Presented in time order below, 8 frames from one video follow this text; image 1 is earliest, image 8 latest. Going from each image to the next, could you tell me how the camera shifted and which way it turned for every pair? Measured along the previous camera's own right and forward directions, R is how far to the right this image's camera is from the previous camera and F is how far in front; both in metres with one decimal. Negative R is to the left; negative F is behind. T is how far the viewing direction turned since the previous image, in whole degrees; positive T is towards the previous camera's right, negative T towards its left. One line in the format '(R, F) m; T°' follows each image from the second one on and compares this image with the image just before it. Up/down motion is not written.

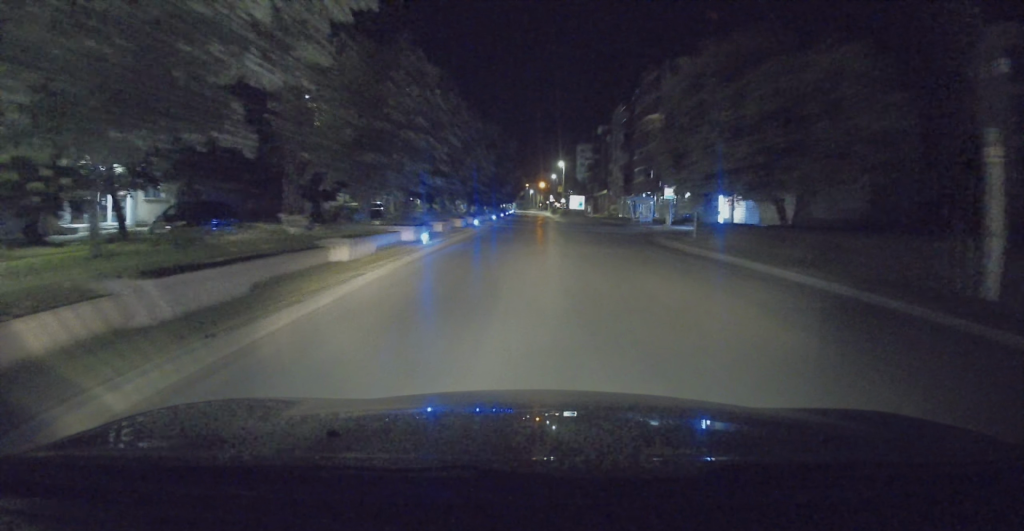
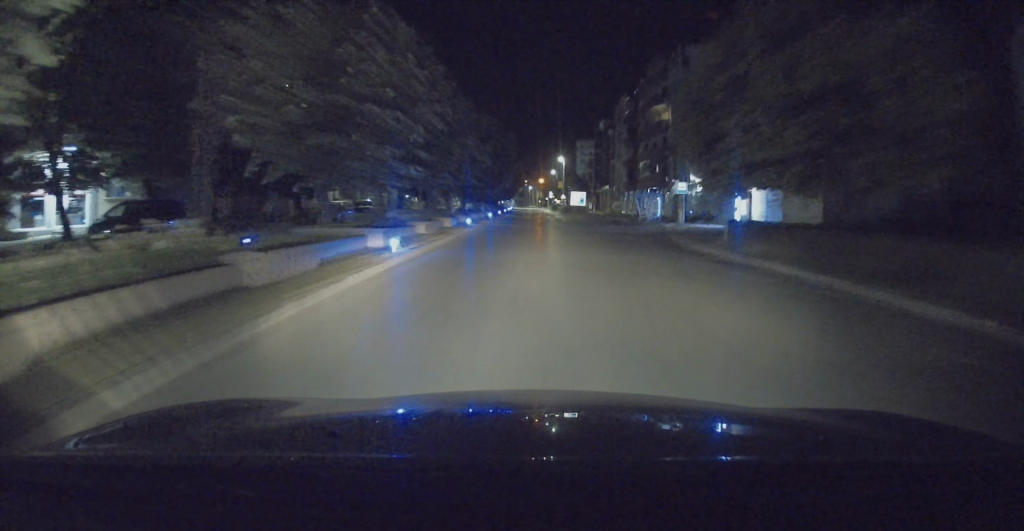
(0.0, +3.5) m; +1°
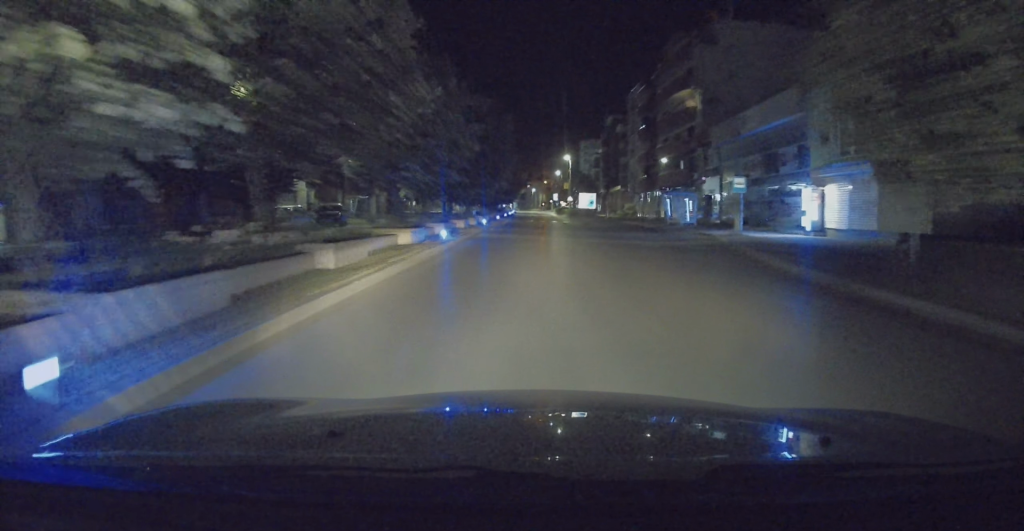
(+0.3, +9.1) m; +1°
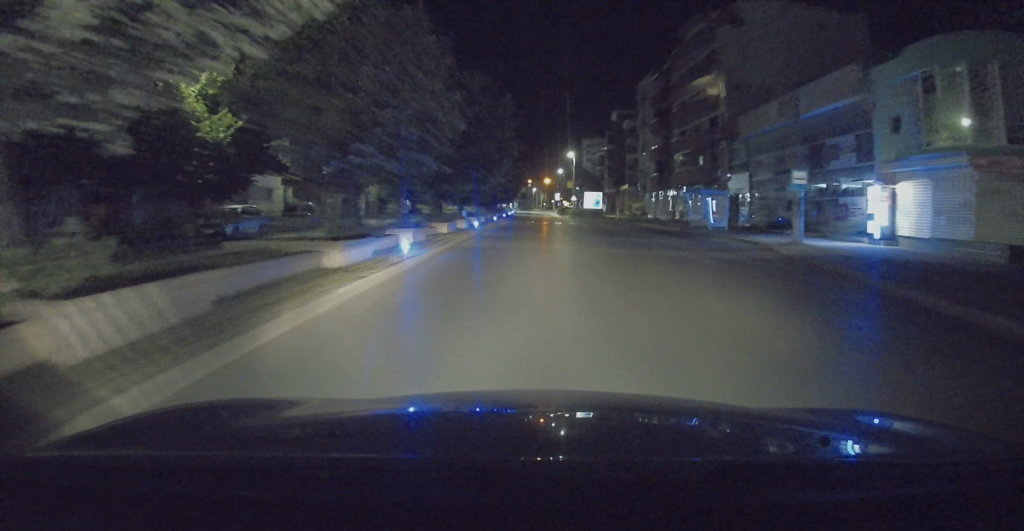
(+0.1, +6.0) m; -1°
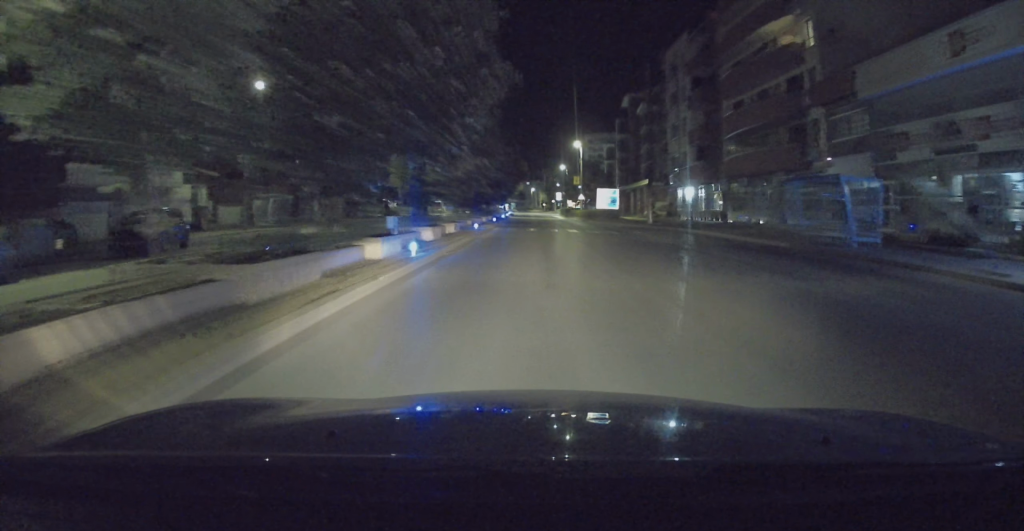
(-0.6, +15.4) m; +1°
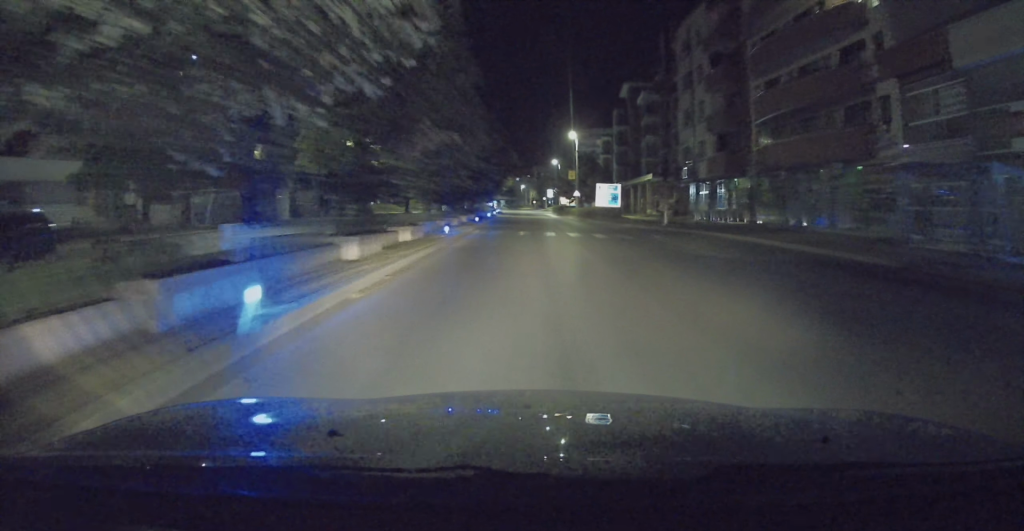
(+0.3, +7.3) m; 0°
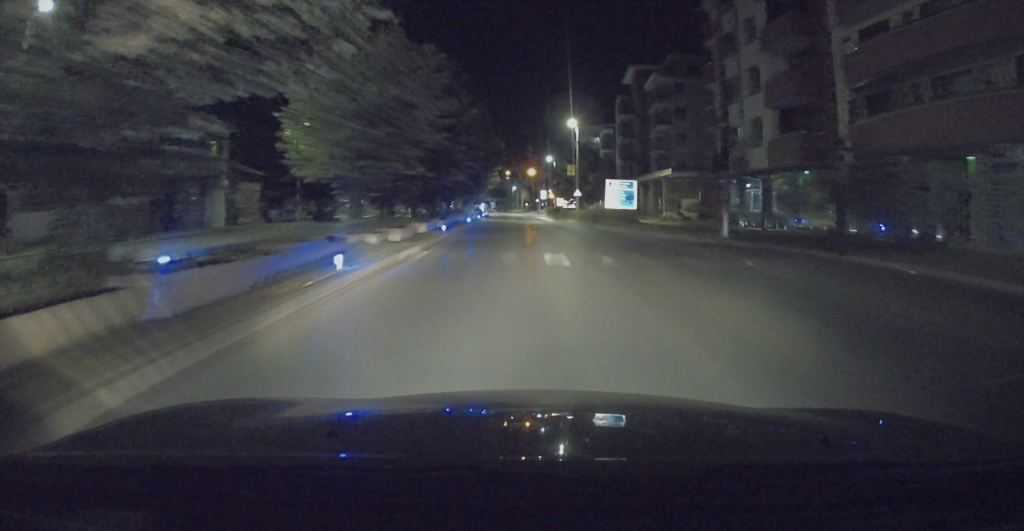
(-0.3, +11.6) m; 0°
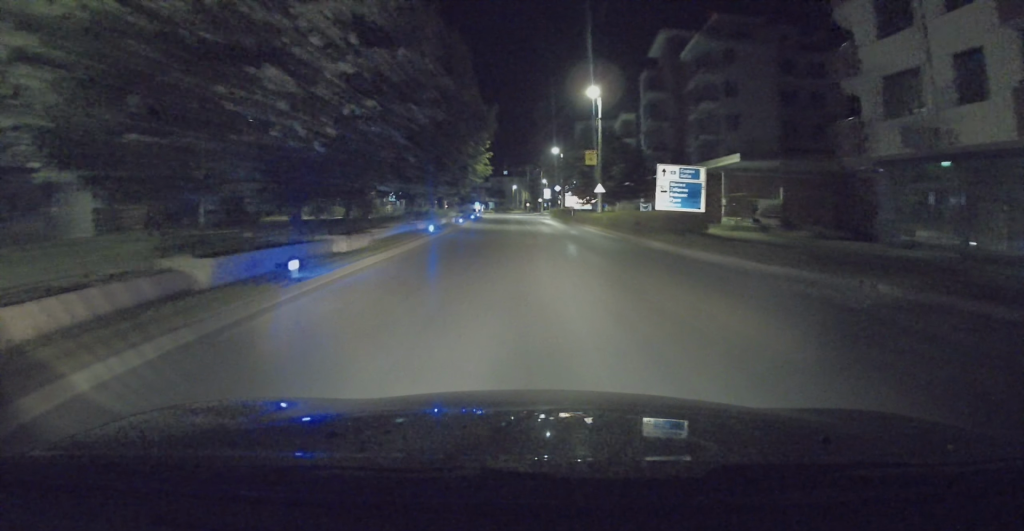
(+0.7, +16.0) m; +2°
